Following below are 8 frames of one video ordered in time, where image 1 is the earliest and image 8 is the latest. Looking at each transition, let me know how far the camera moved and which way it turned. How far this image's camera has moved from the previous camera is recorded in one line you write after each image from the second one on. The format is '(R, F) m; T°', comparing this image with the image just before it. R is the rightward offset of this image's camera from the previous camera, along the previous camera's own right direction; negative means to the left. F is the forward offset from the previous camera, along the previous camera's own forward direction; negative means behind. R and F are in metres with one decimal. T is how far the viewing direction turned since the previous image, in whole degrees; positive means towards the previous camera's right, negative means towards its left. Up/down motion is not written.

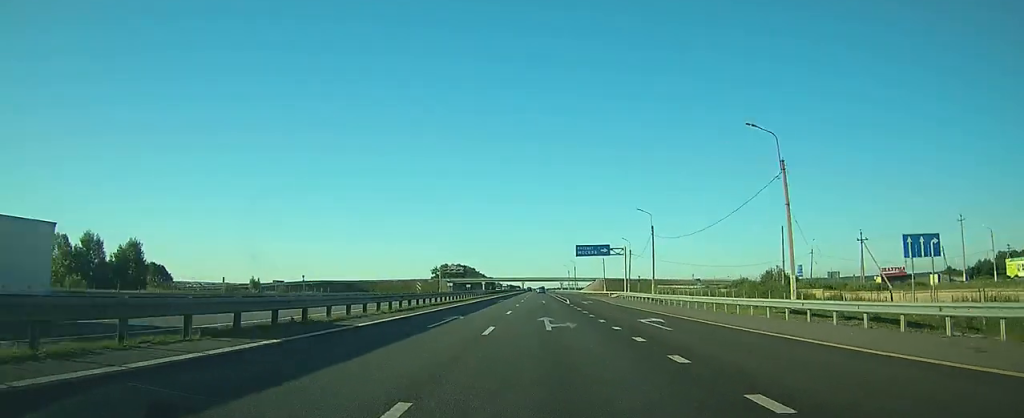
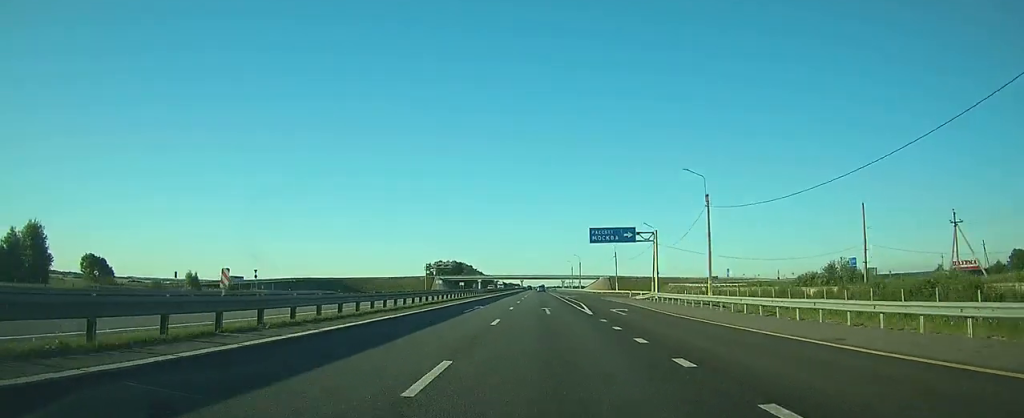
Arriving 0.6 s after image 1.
(0.0, +20.8) m; 0°
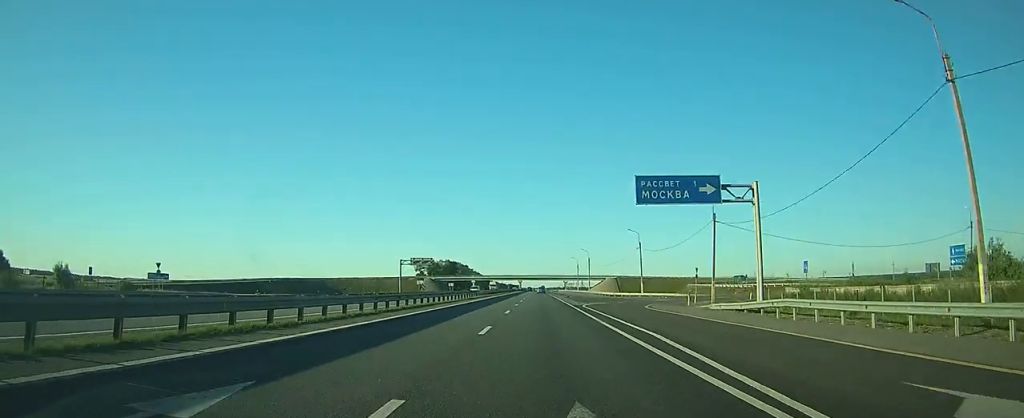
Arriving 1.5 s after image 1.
(0.0, +27.3) m; 0°
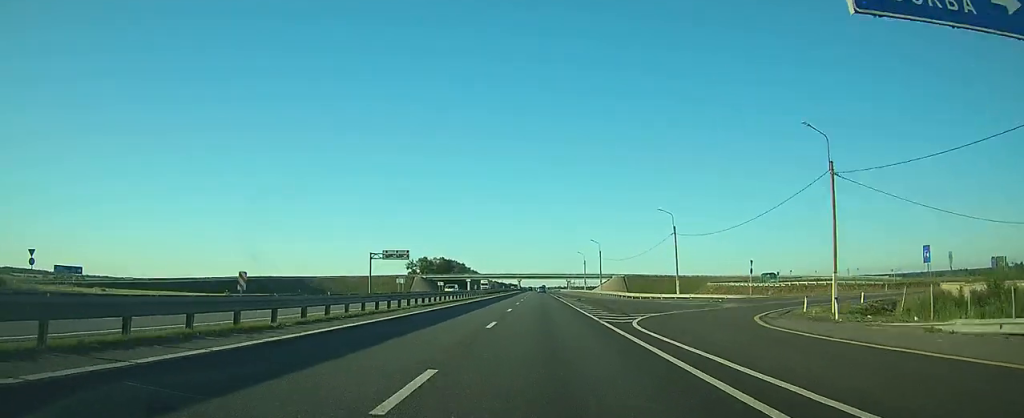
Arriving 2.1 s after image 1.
(0.0, +21.8) m; 0°
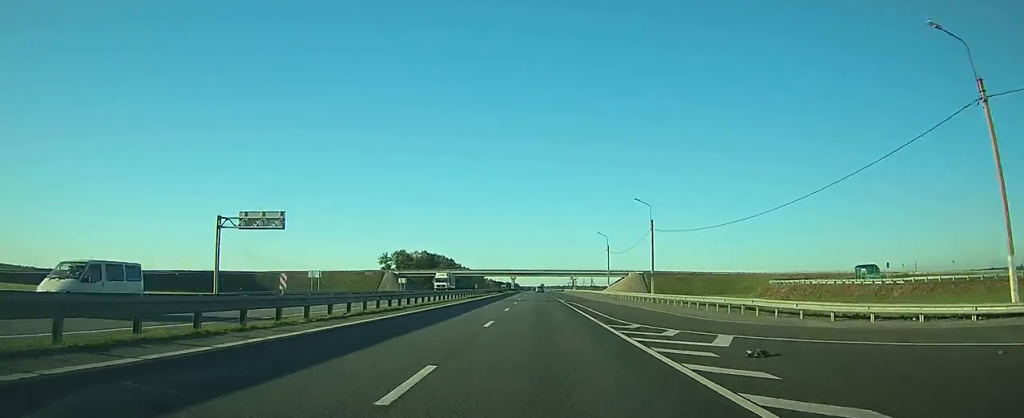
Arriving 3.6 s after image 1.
(+0.1, +47.7) m; 0°
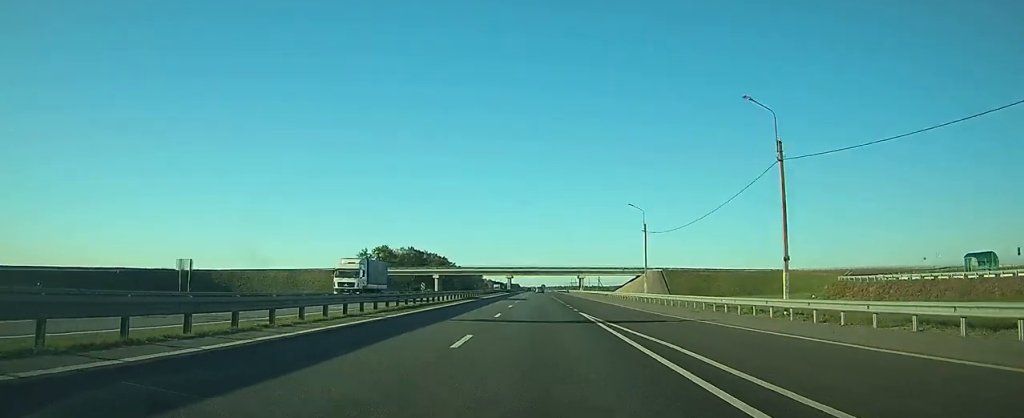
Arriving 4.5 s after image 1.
(0.0, +30.3) m; 0°
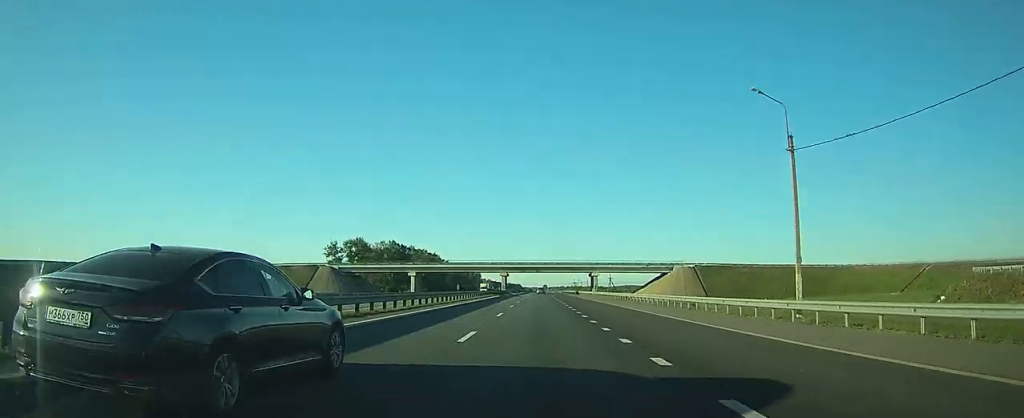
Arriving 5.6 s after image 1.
(-0.1, +34.7) m; 0°
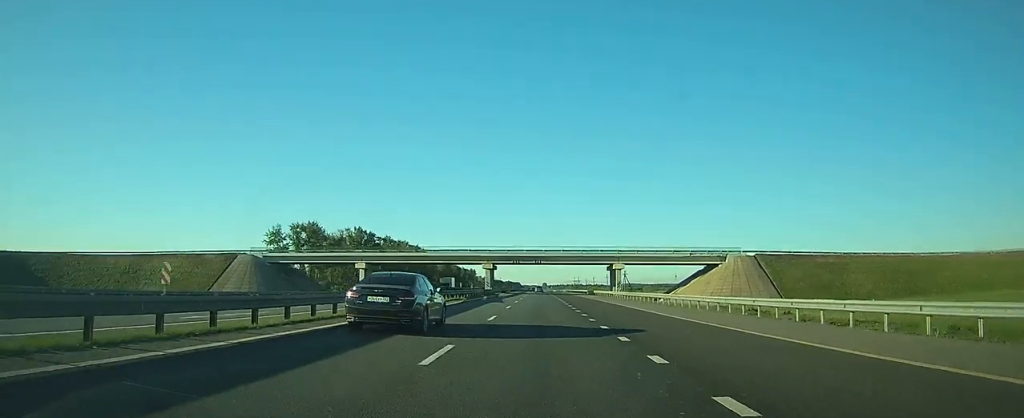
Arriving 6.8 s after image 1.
(-0.1, +40.2) m; 0°
